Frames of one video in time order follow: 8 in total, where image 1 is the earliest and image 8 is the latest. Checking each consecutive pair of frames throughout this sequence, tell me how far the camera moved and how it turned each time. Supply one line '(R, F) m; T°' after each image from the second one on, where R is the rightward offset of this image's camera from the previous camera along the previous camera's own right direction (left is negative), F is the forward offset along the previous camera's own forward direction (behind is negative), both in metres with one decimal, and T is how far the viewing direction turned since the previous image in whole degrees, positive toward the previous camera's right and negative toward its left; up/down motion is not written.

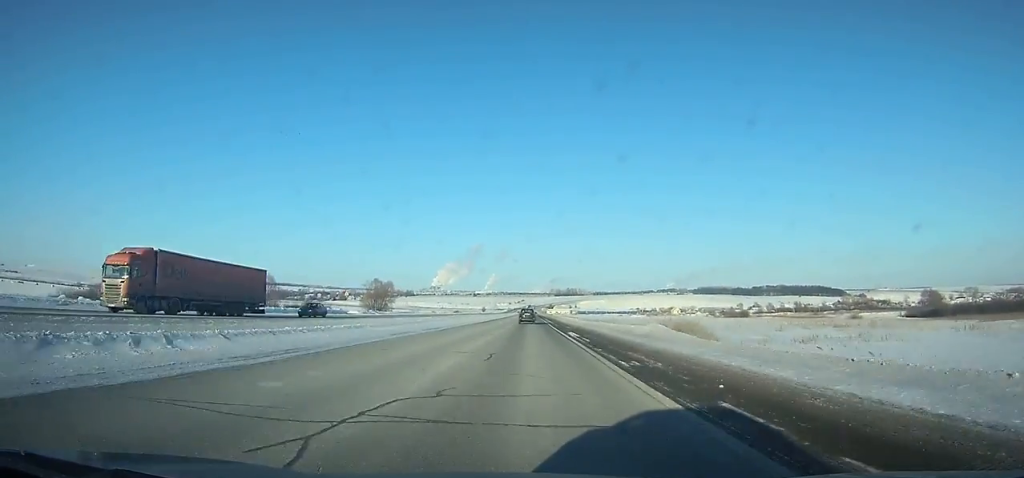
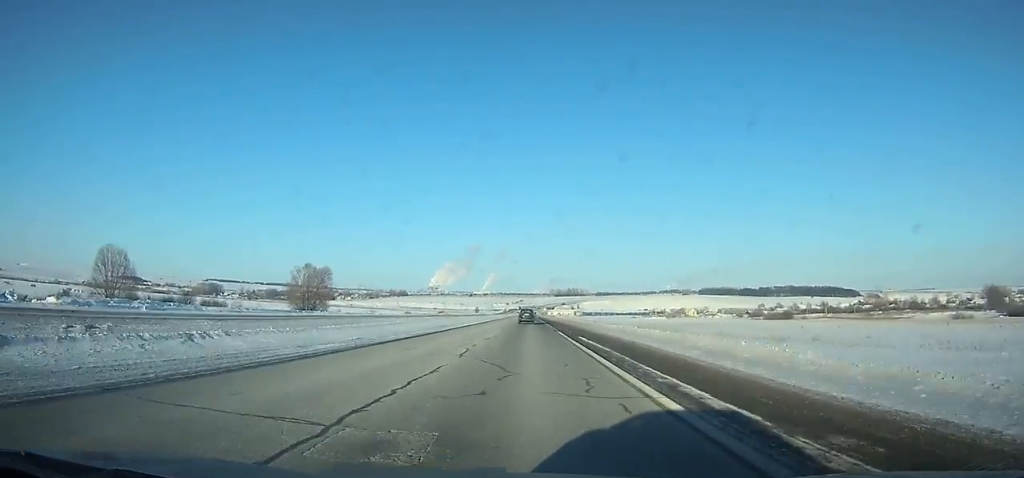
(+0.1, +75.7) m; 0°
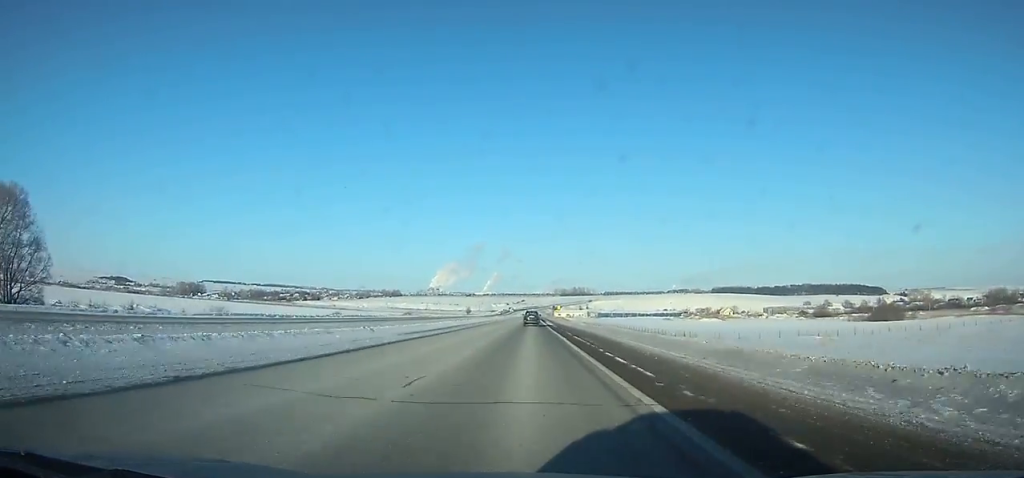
(0.0, +111.4) m; 0°
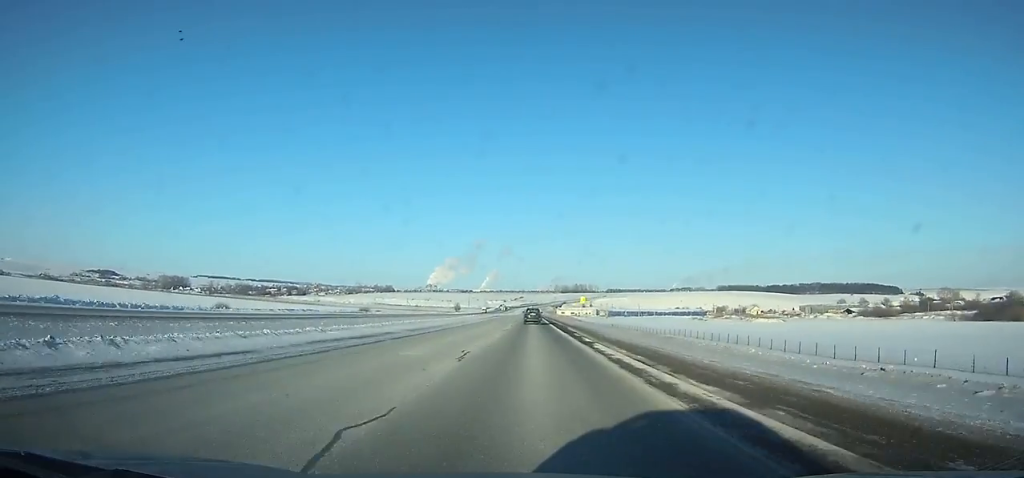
(-0.1, +69.3) m; 0°
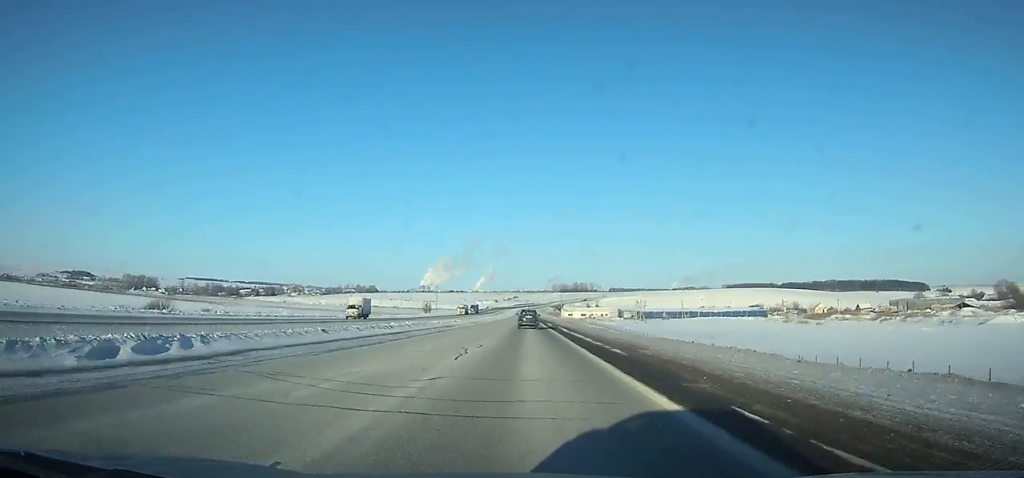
(-0.2, +115.4) m; 0°
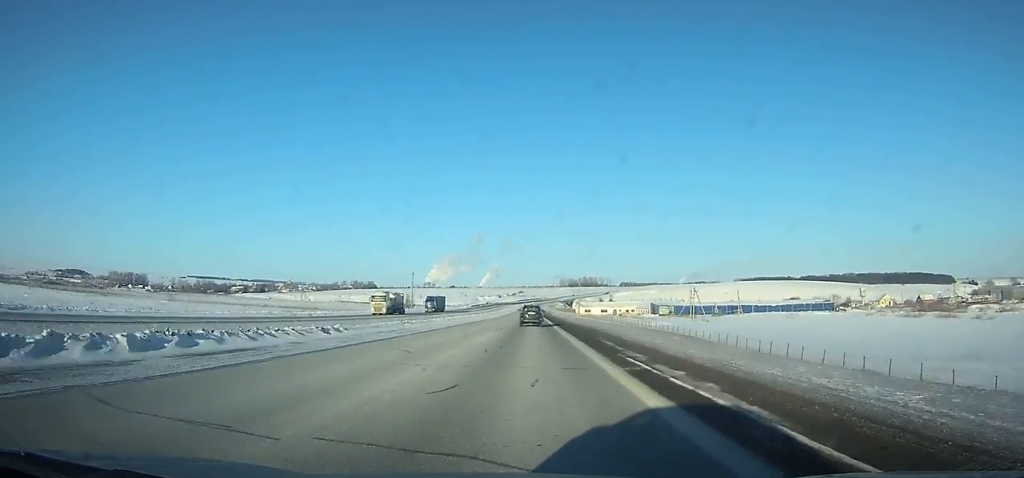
(0.0, +65.5) m; 0°
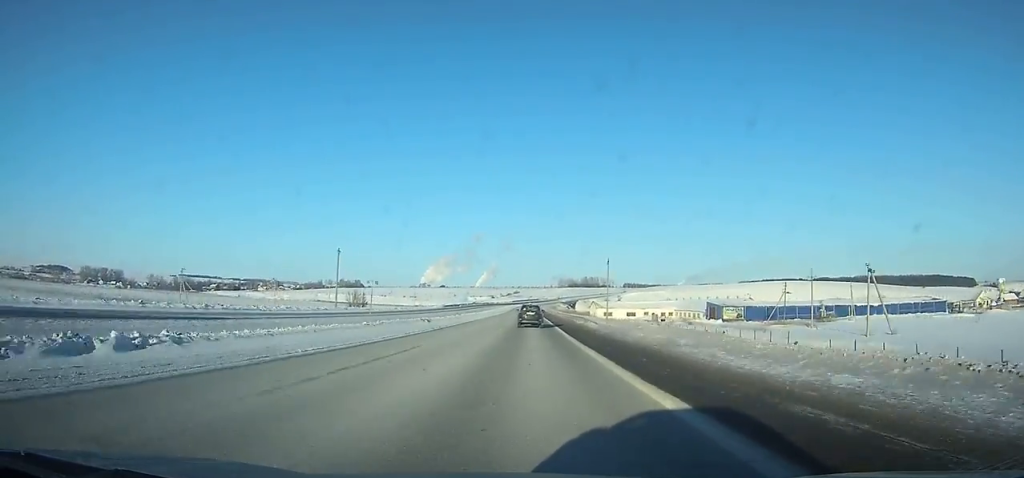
(0.0, +76.2) m; 0°
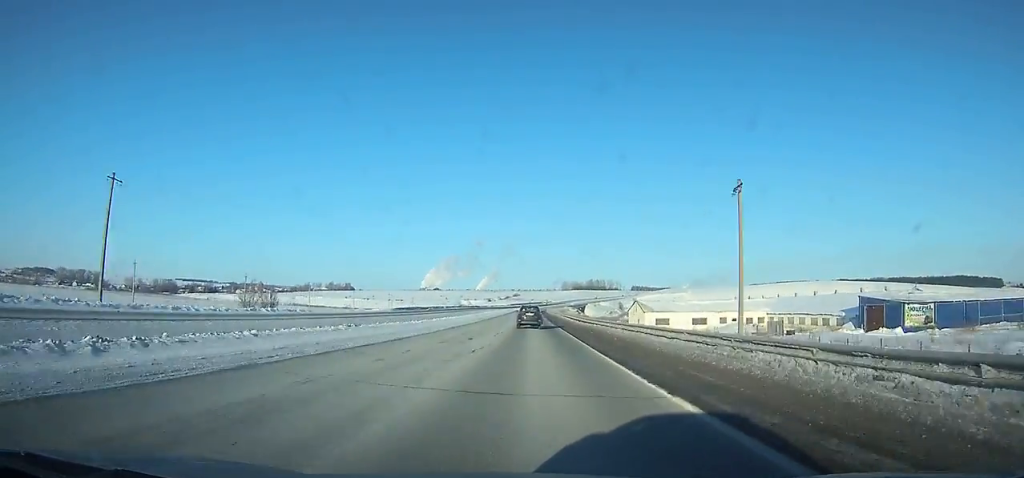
(-0.1, +72.7) m; 0°
